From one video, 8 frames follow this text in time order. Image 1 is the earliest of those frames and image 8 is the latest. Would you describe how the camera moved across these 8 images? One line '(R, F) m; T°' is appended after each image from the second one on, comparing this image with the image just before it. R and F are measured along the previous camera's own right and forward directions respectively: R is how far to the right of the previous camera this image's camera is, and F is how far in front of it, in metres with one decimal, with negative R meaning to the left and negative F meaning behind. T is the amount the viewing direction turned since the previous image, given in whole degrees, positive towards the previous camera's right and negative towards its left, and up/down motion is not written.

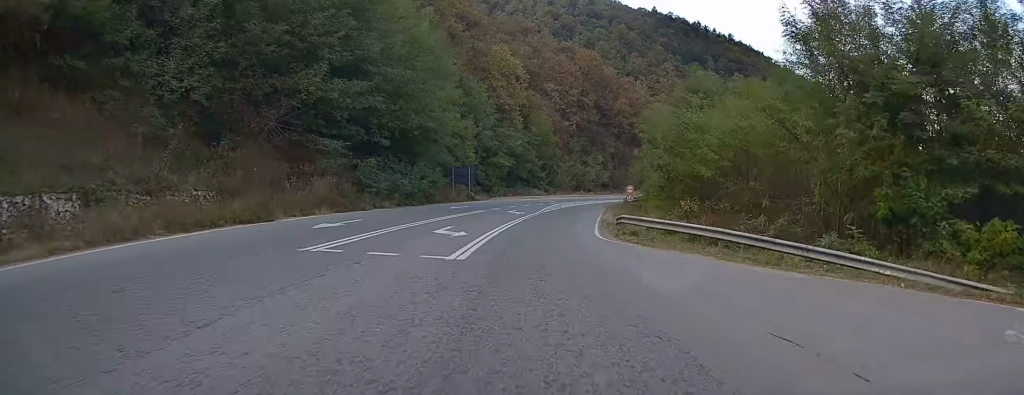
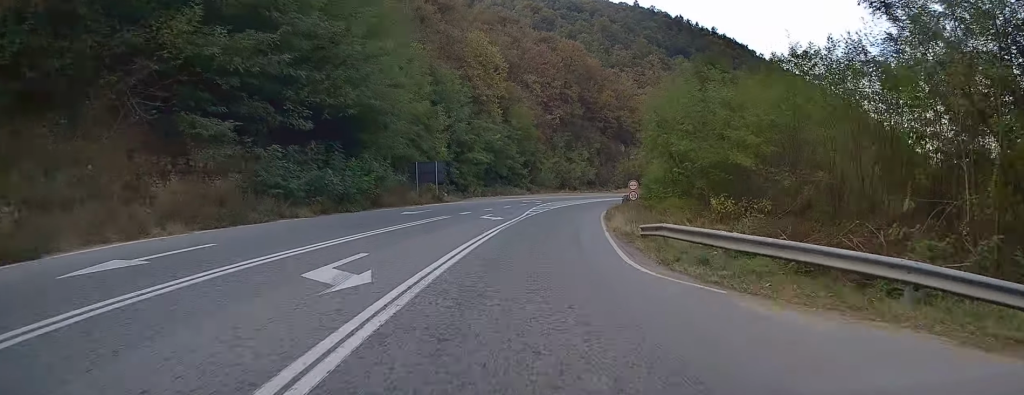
(+0.2, +10.3) m; +1°
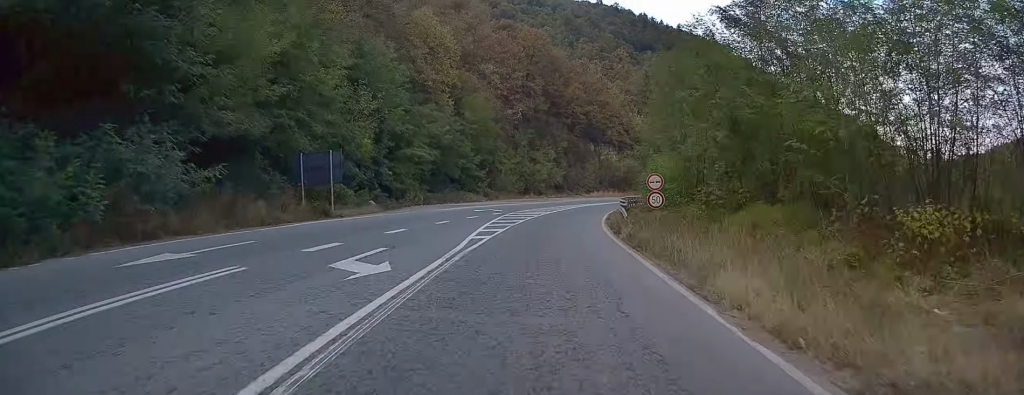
(+0.4, +18.3) m; +3°
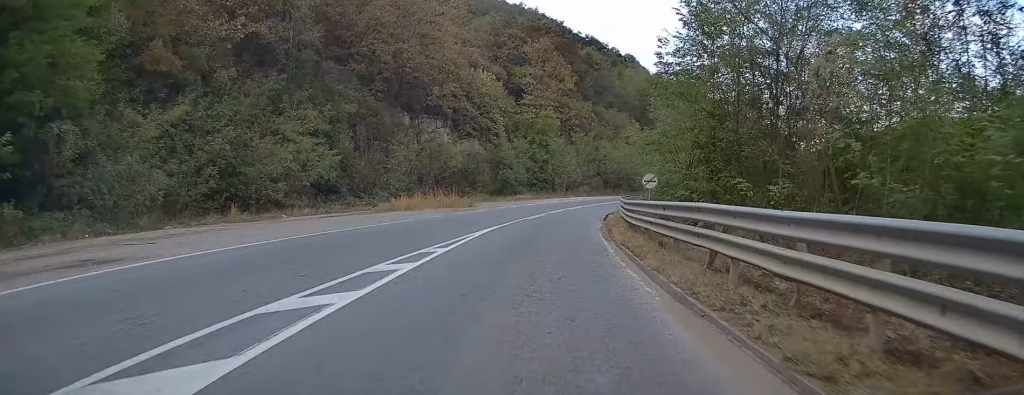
(+8.4, +67.7) m; +15°
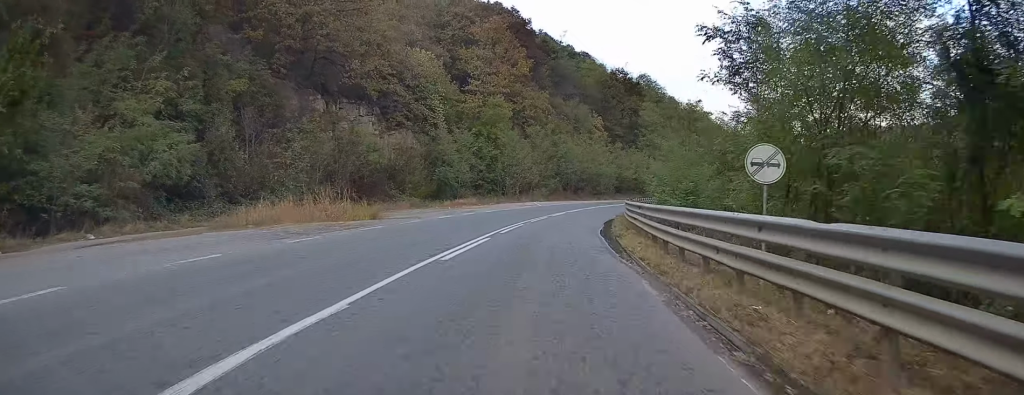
(+0.7, +18.6) m; +4°
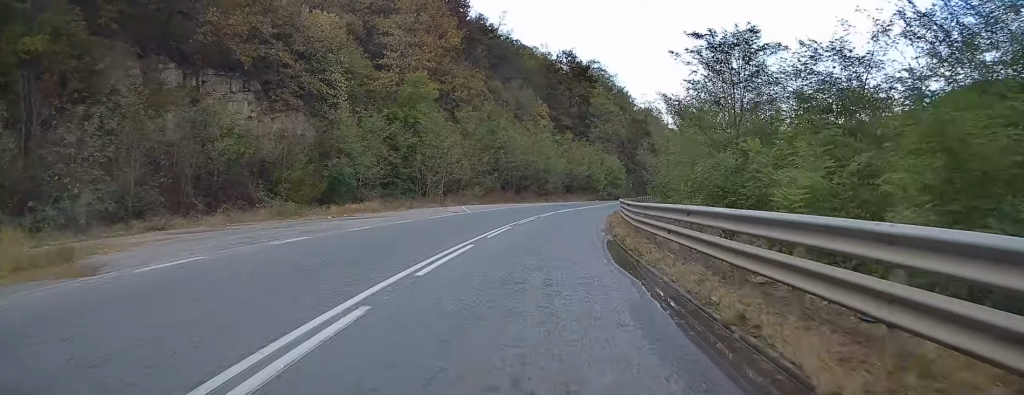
(+0.8, +20.2) m; +5°
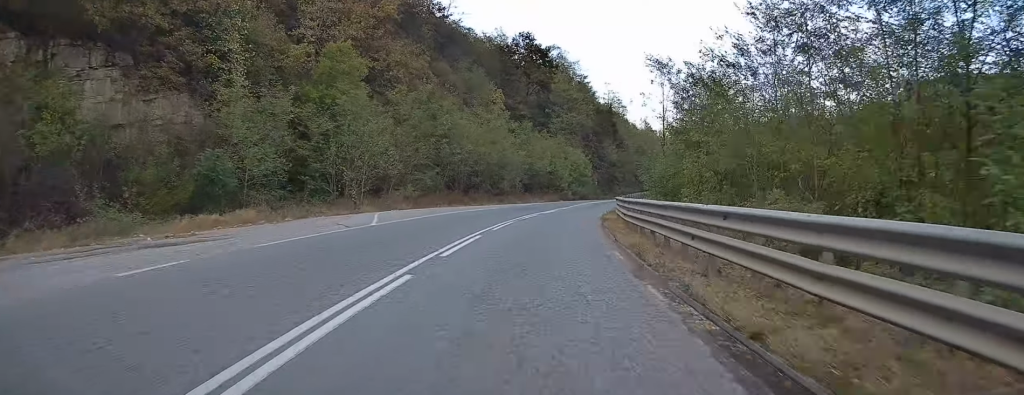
(+0.4, +15.1) m; +4°
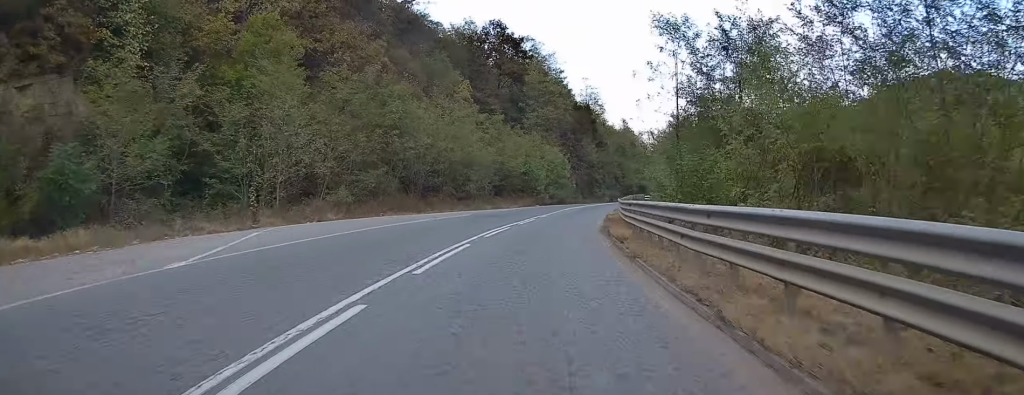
(+0.4, +11.5) m; +3°
